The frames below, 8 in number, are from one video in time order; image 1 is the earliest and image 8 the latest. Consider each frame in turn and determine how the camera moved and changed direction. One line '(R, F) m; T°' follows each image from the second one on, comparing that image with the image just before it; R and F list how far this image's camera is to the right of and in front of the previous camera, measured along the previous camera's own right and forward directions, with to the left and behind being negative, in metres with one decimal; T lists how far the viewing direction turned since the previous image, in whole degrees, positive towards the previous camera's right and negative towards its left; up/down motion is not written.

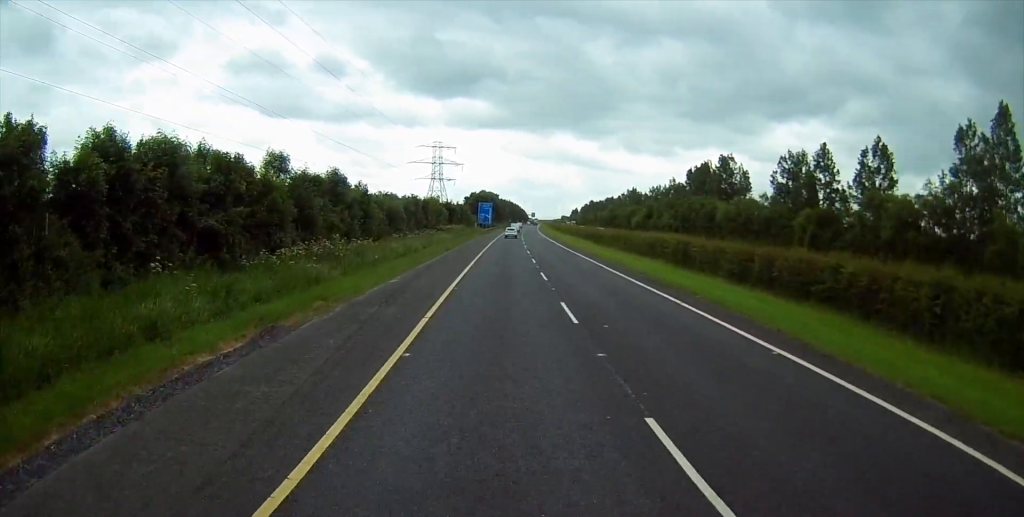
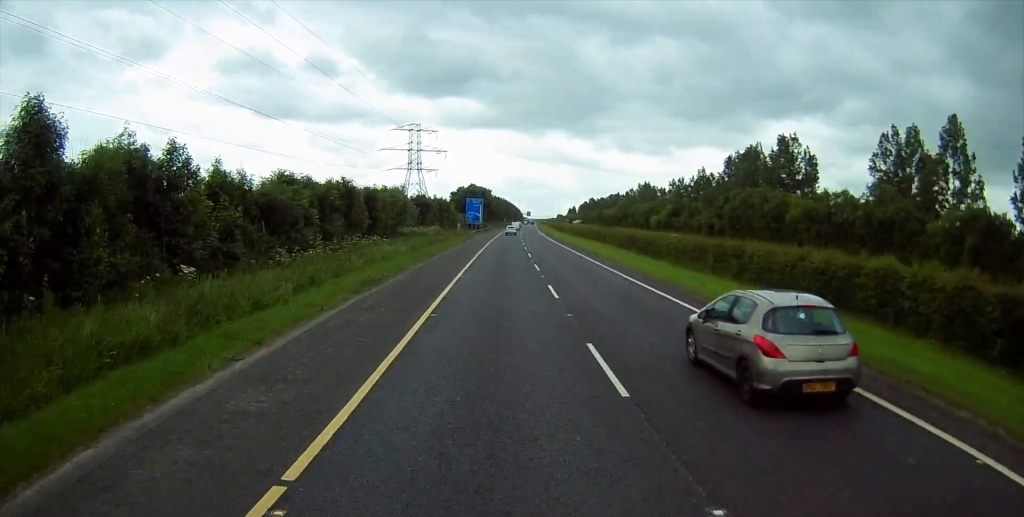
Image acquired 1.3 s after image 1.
(+0.3, +31.0) m; +1°
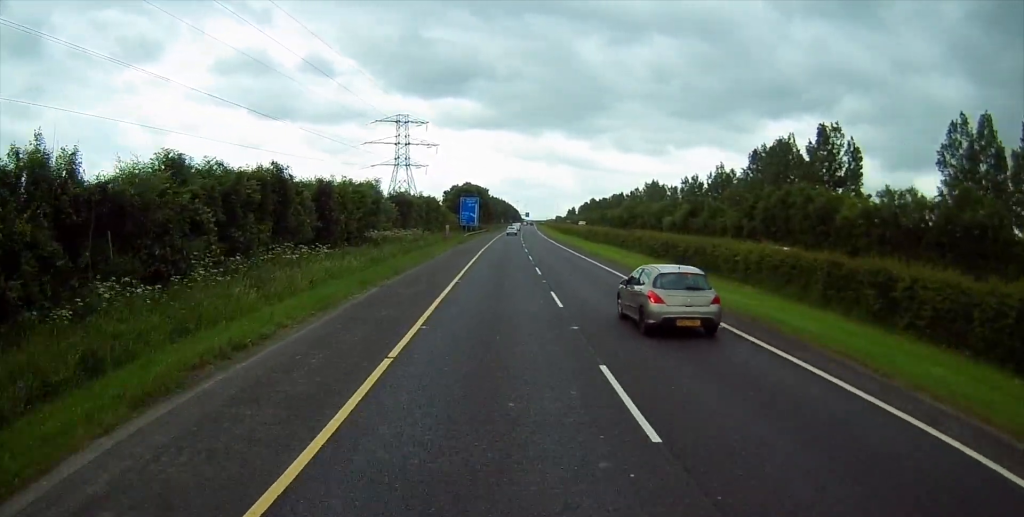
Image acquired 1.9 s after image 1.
(+0.2, +13.9) m; 0°
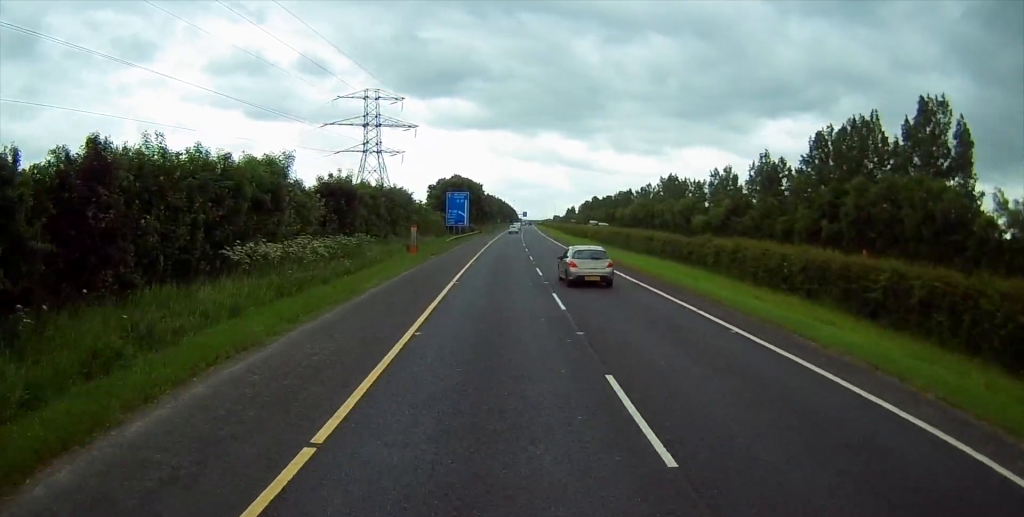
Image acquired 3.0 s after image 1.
(-0.3, +24.7) m; 0°
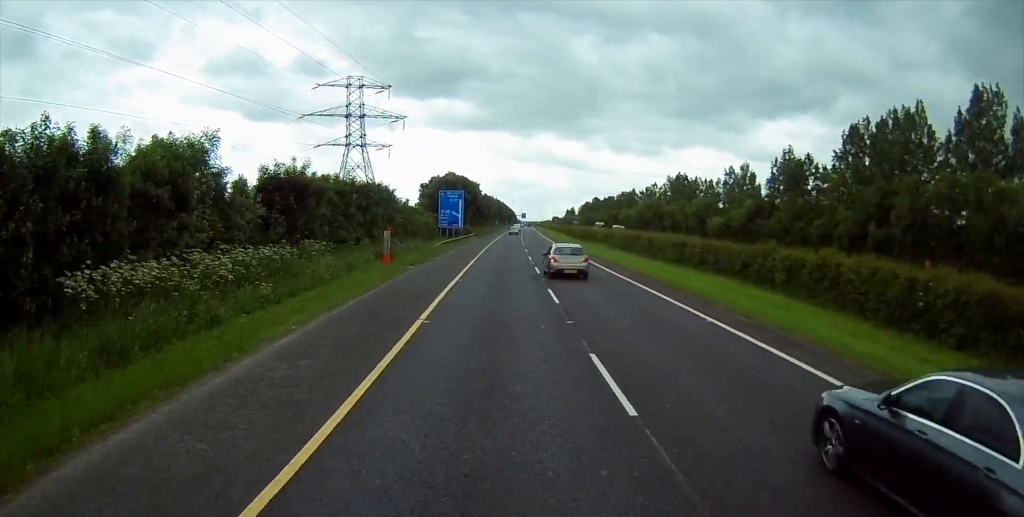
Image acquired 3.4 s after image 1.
(+0.1, +10.0) m; 0°
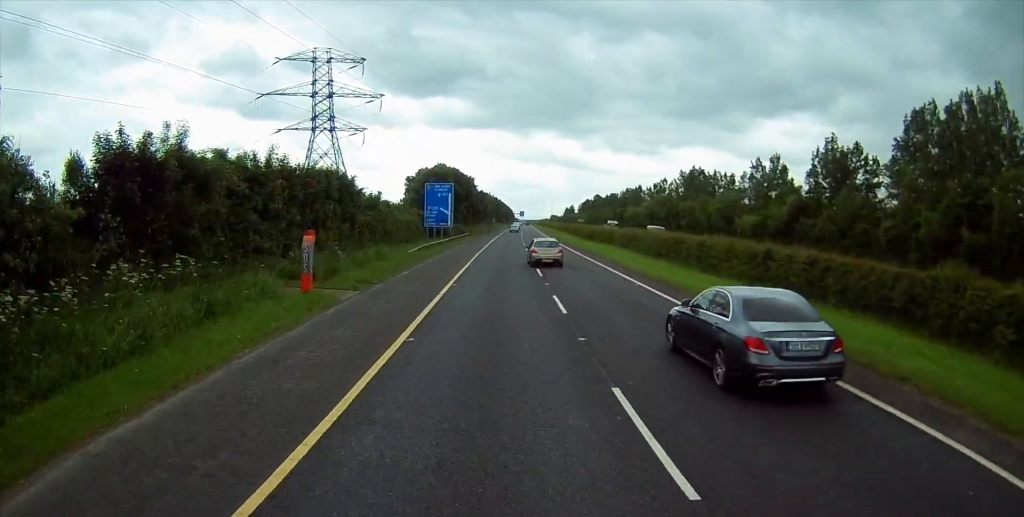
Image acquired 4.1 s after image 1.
(+0.1, +14.5) m; 0°
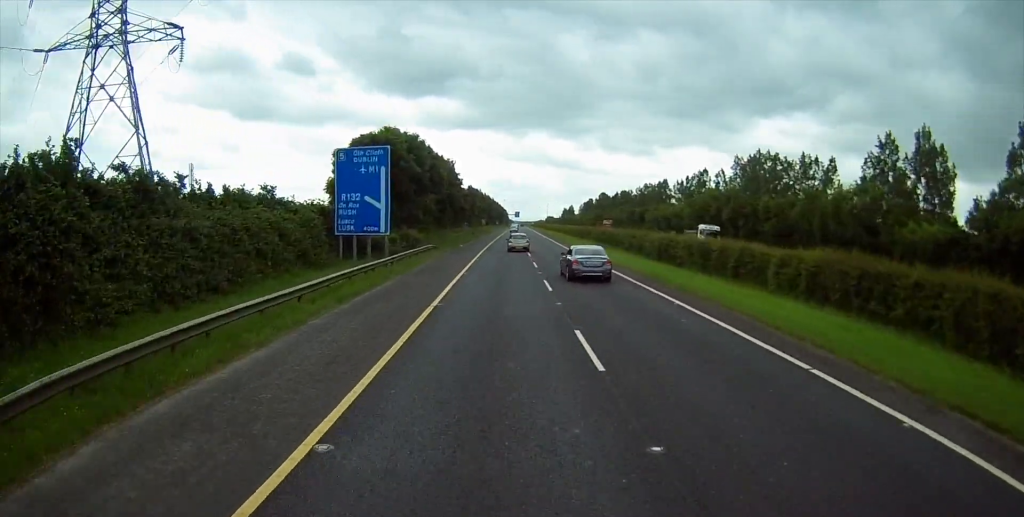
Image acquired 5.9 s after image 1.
(0.0, +42.0) m; +1°
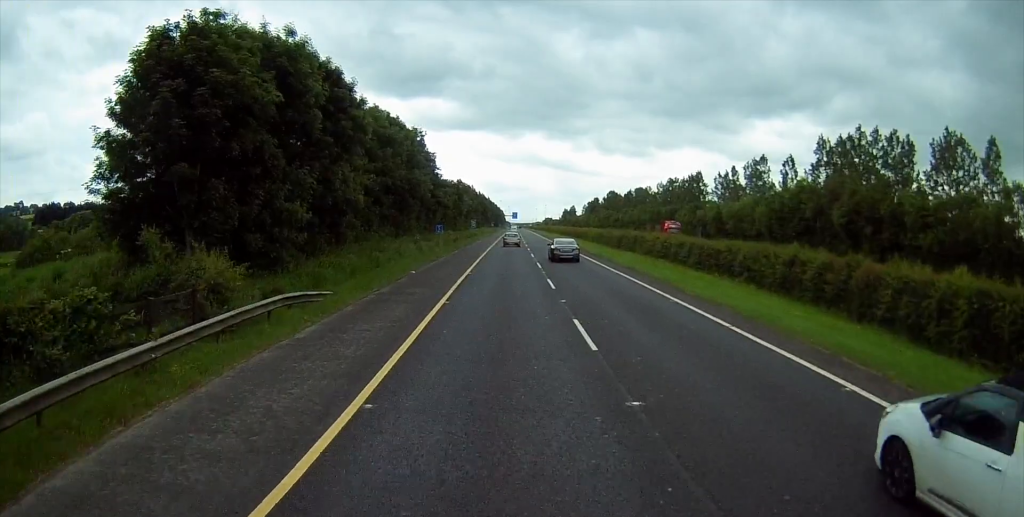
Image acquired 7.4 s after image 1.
(+0.3, +35.2) m; 0°
